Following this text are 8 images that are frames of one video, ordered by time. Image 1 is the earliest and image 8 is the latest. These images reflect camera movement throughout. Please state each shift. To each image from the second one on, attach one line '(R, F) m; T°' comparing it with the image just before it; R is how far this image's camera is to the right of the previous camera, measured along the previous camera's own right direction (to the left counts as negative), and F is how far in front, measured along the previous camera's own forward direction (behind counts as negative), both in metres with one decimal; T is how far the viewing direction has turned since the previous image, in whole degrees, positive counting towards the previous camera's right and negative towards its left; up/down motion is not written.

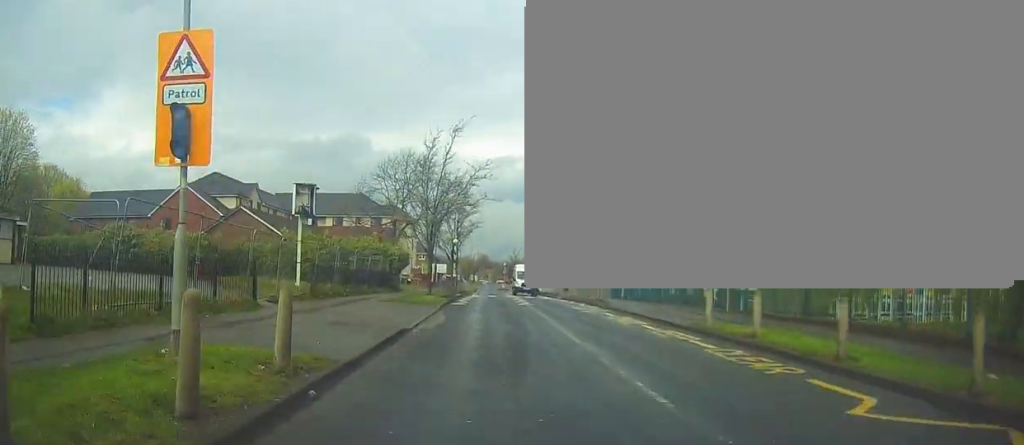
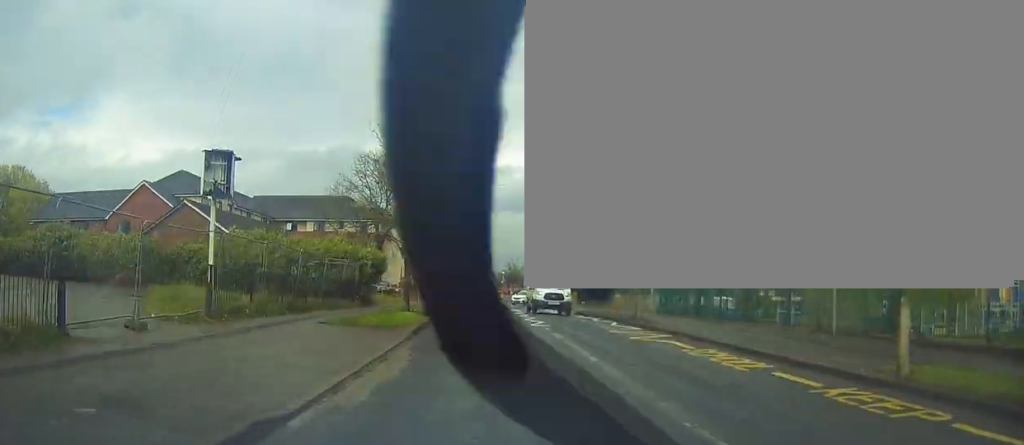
(-0.3, +8.9) m; 0°
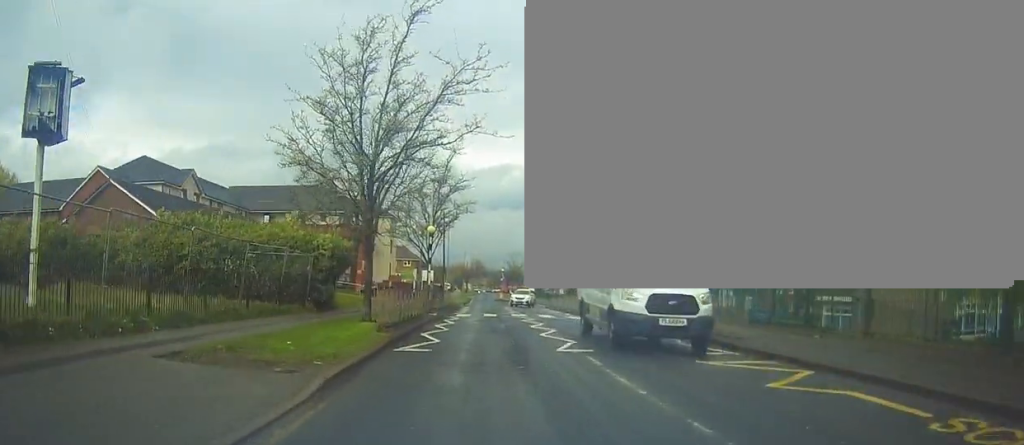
(+0.2, +8.5) m; +1°
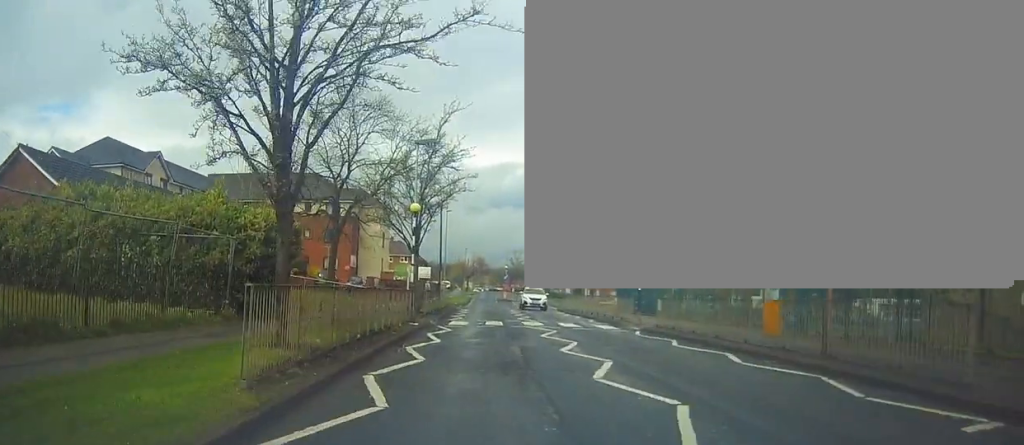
(0.0, +7.9) m; 0°
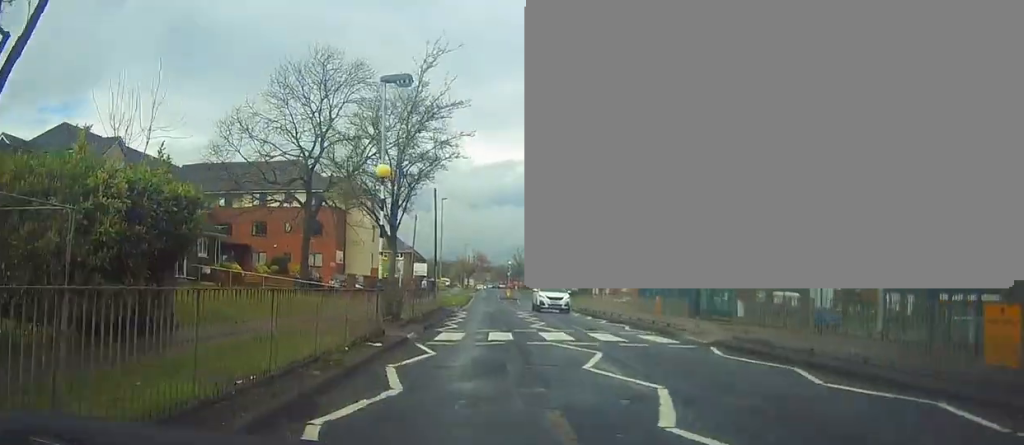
(-0.1, +7.2) m; 0°
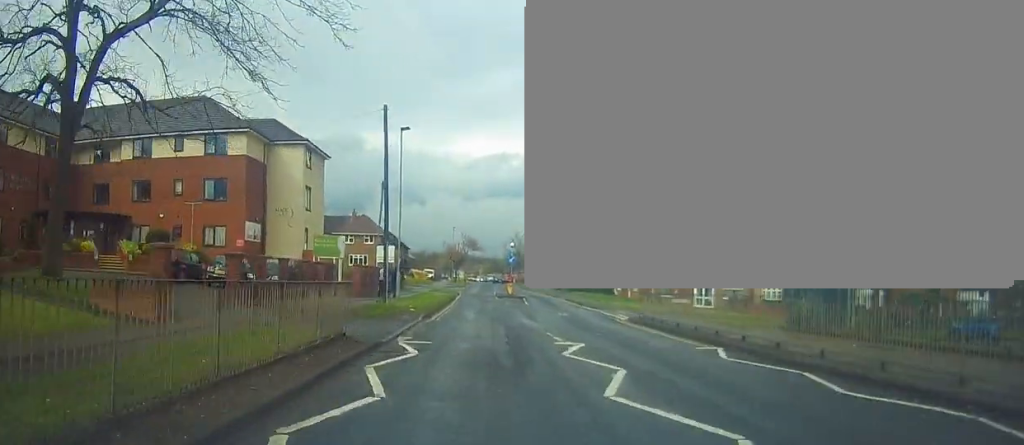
(+0.1, +22.7) m; 0°
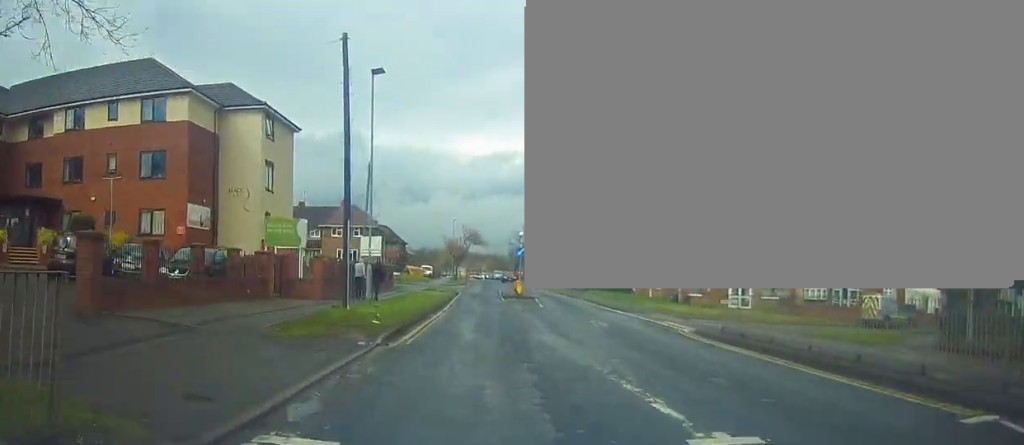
(0.0, +8.7) m; 0°
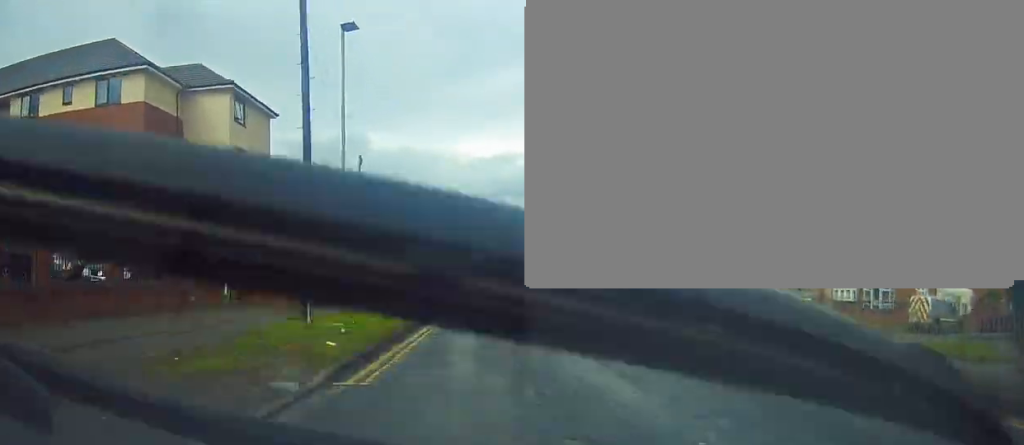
(+0.1, +4.7) m; 0°
